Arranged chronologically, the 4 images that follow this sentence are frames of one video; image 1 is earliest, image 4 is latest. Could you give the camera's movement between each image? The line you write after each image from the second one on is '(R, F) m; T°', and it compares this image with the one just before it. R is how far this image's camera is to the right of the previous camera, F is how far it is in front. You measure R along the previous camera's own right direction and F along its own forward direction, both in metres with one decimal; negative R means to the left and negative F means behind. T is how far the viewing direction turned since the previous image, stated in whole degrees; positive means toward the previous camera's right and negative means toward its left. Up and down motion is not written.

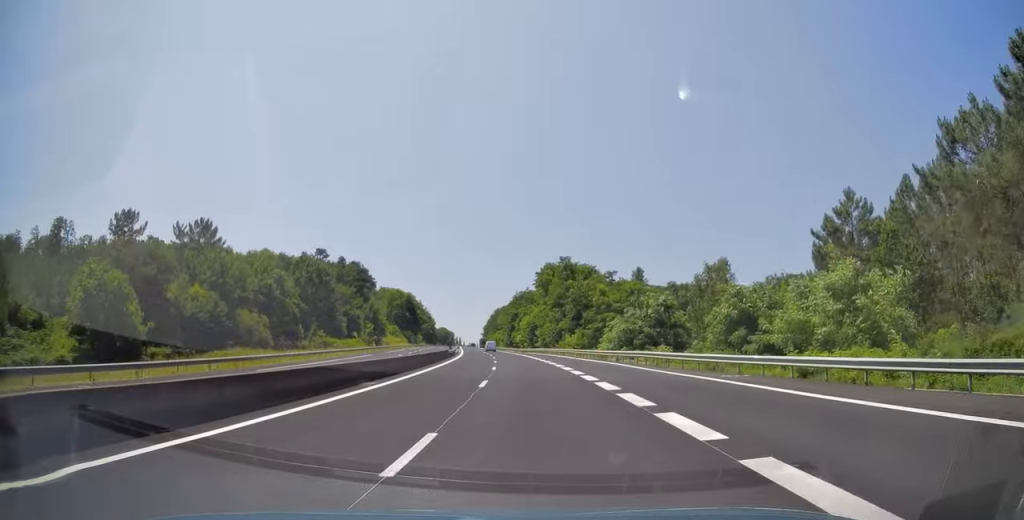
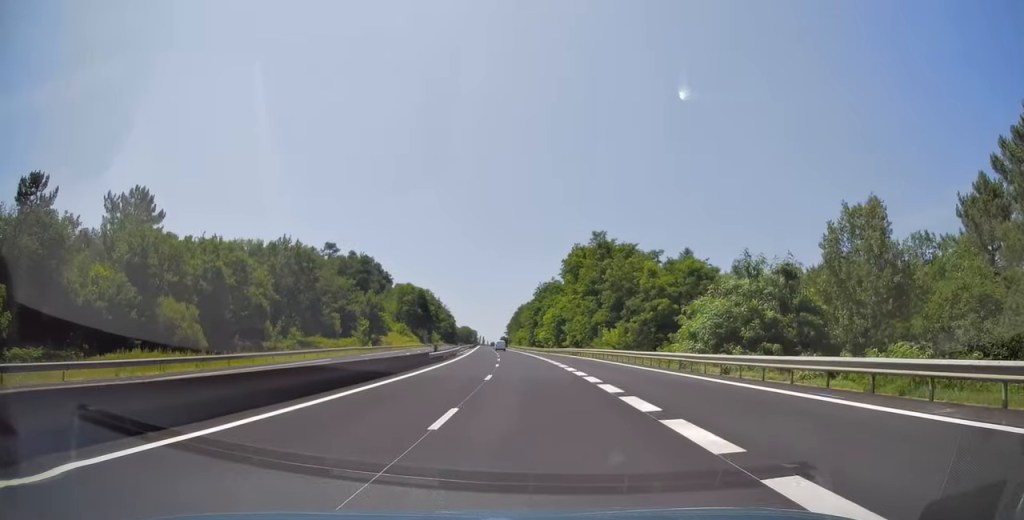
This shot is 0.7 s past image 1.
(-0.3, +22.5) m; -2°
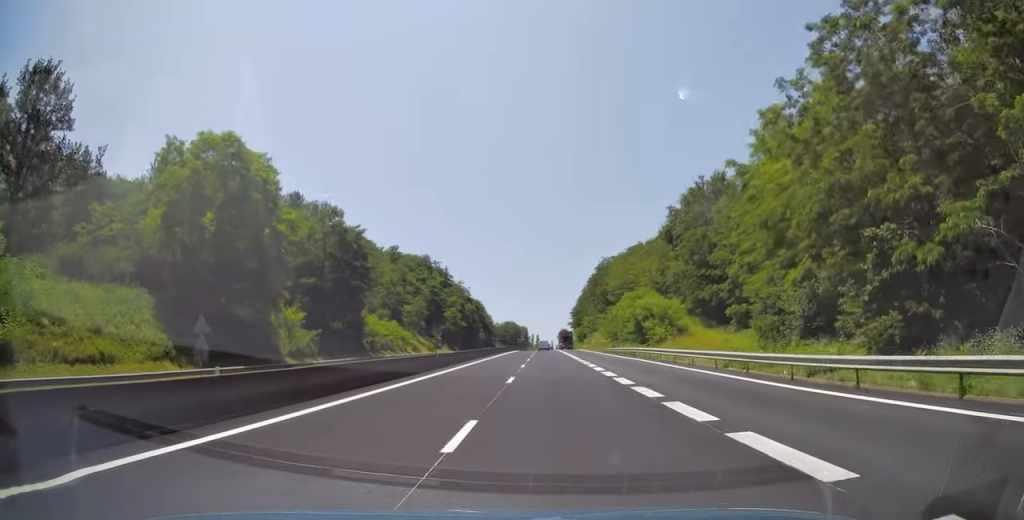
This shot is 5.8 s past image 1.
(-14.9, +156.8) m; -7°
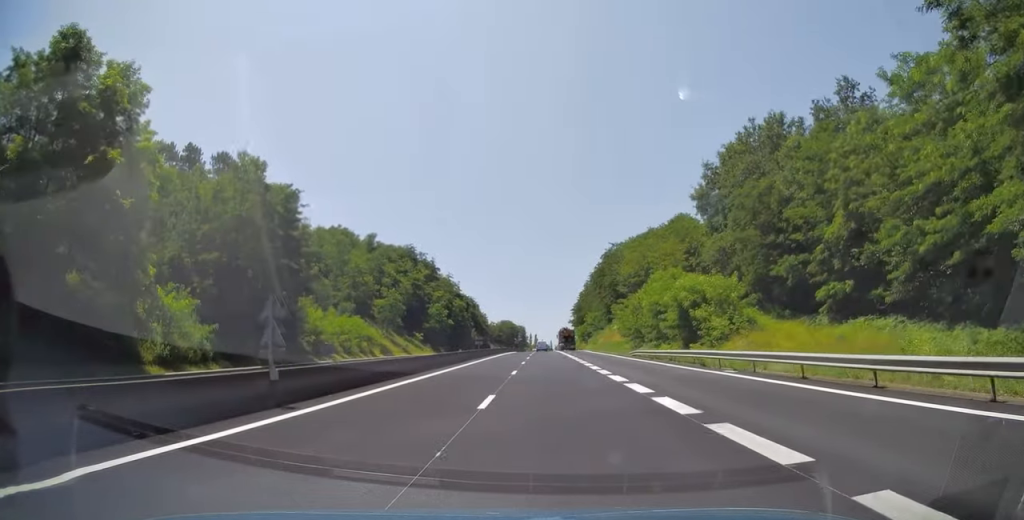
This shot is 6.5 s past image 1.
(0.0, +21.1) m; 0°
